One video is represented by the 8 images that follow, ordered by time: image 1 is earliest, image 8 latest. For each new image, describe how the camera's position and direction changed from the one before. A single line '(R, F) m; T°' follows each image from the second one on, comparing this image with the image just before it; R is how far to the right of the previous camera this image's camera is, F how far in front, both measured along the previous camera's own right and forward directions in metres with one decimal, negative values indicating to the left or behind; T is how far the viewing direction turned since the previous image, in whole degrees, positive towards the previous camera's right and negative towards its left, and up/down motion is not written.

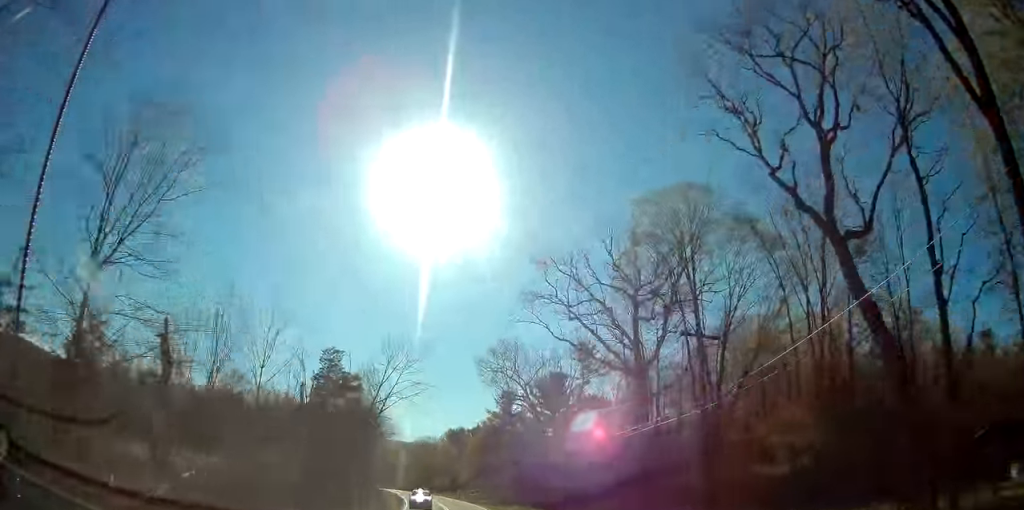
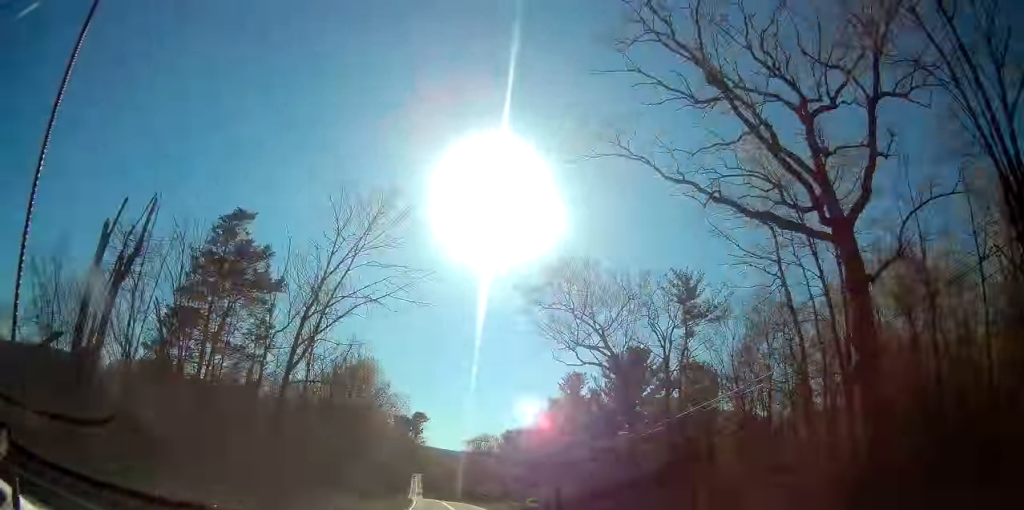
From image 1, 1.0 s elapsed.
(-0.8, +25.7) m; -5°
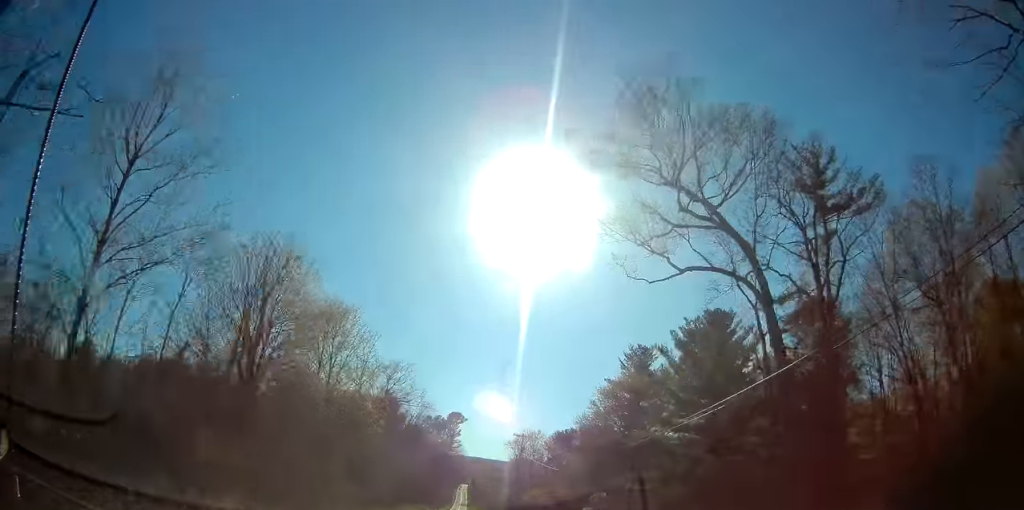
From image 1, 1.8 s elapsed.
(-1.0, +20.7) m; -5°
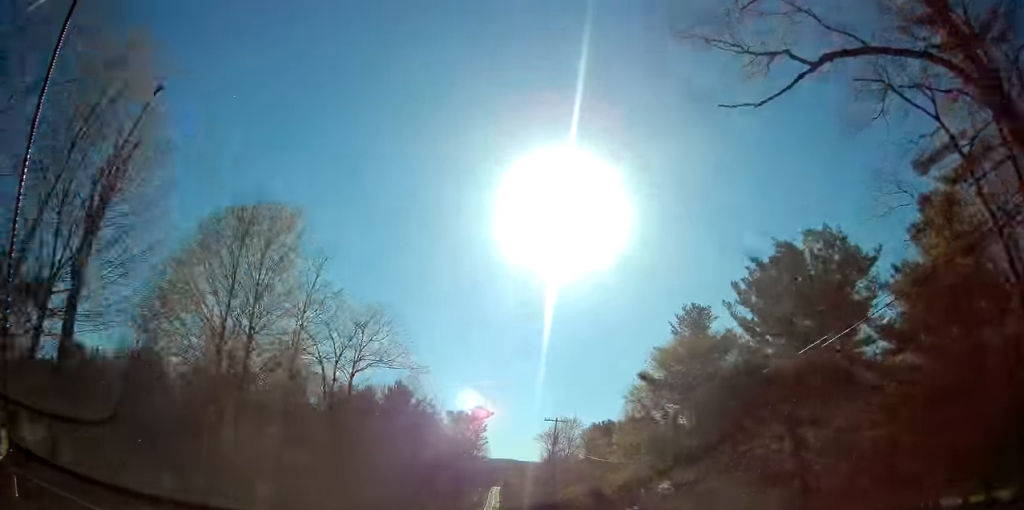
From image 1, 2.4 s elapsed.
(-0.5, +14.6) m; -2°
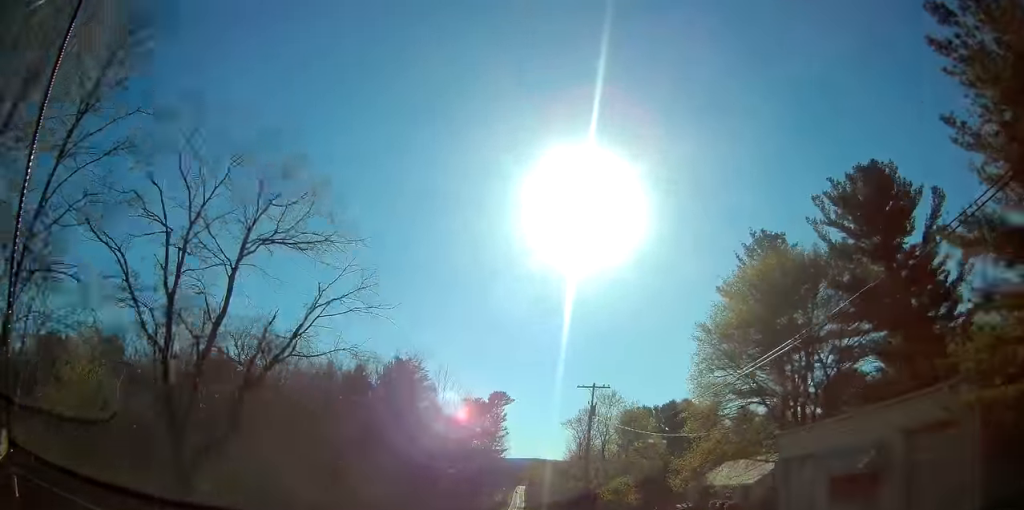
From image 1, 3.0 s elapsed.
(-0.3, +16.3) m; -2°
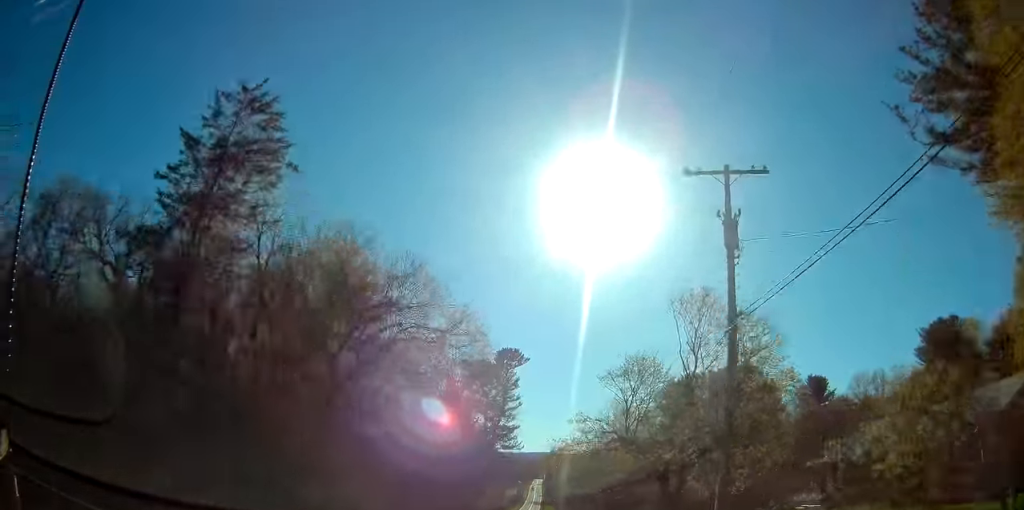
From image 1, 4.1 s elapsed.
(-1.0, +28.0) m; -3°
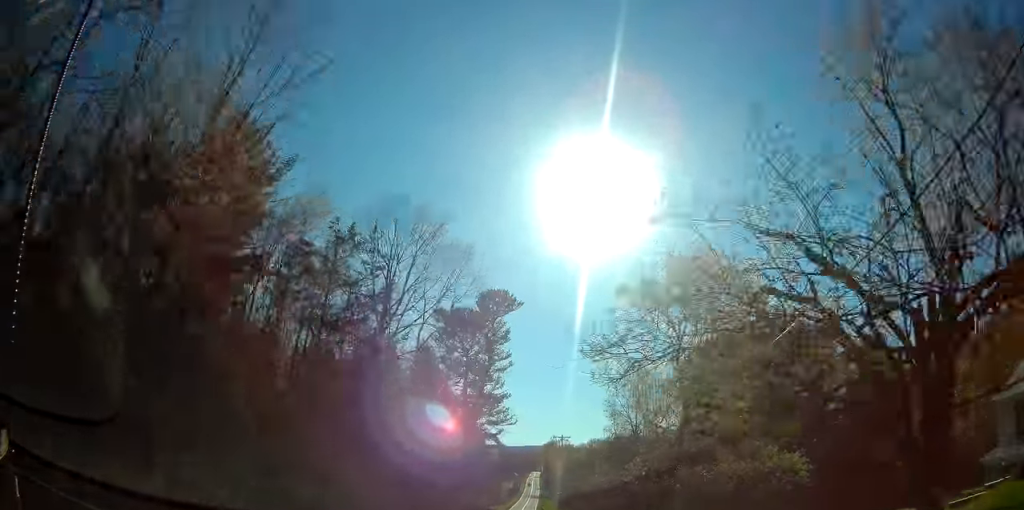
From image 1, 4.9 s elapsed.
(-0.3, +21.1) m; -1°
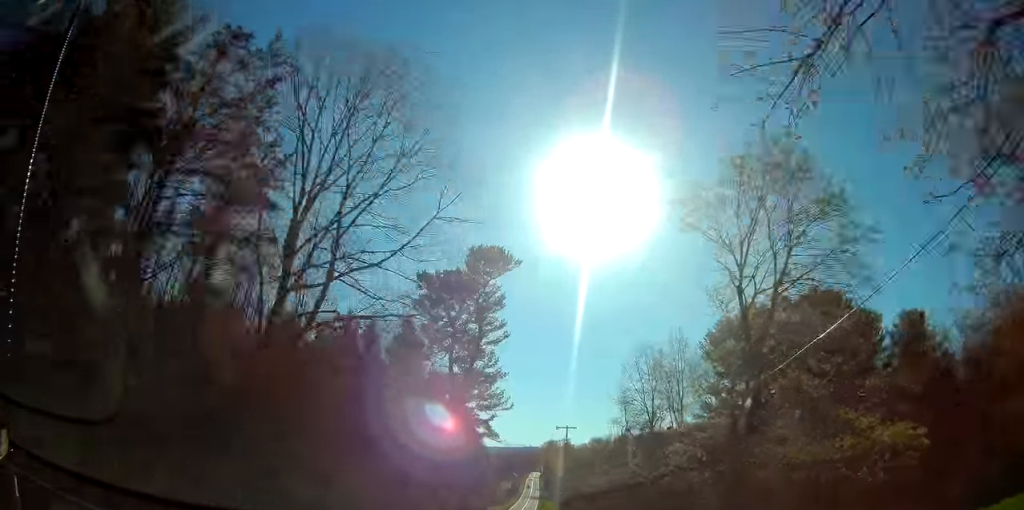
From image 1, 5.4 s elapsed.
(0.0, +11.1) m; 0°
